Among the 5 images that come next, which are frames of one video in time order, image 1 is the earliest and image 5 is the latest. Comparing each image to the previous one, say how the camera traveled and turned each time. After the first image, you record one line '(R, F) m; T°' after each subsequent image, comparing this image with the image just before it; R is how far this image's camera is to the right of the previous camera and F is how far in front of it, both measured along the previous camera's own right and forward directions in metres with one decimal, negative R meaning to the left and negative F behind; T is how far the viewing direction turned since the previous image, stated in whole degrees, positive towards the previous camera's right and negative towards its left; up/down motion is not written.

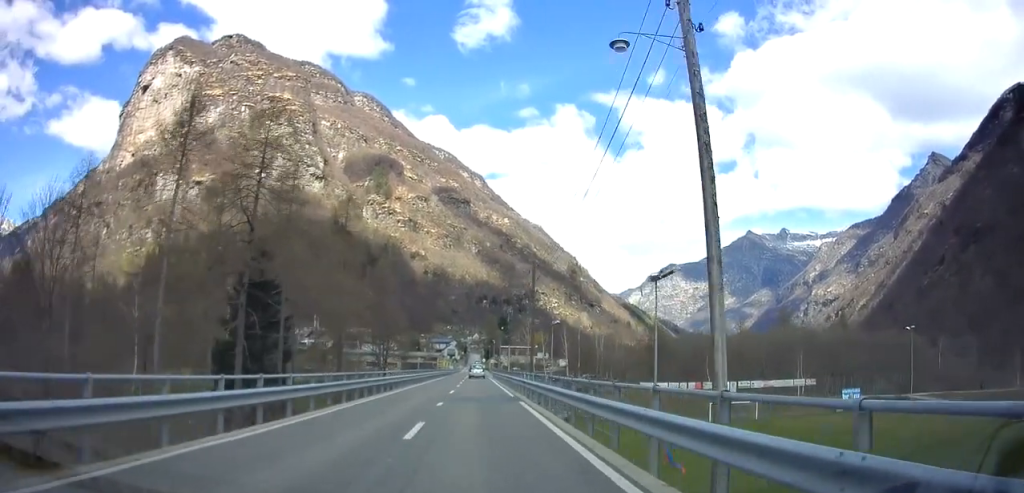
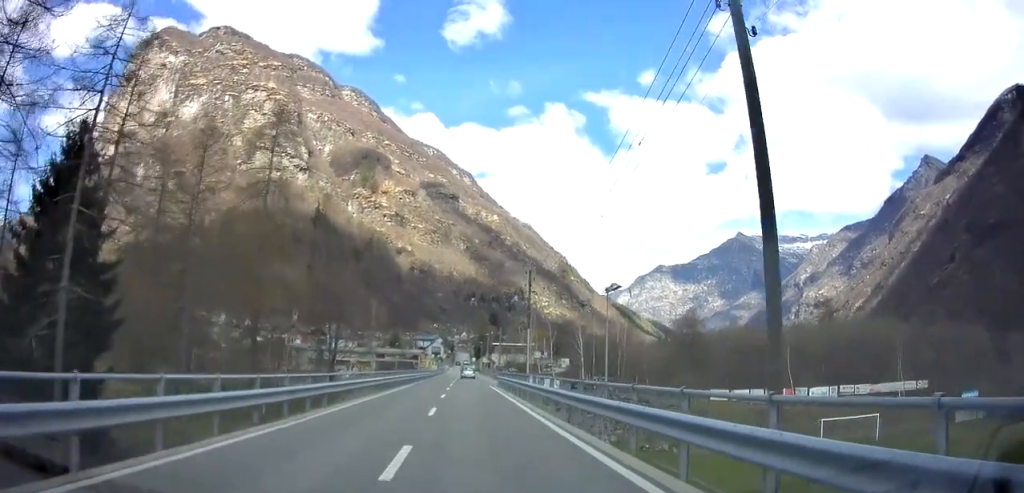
(-0.1, +28.4) m; 0°
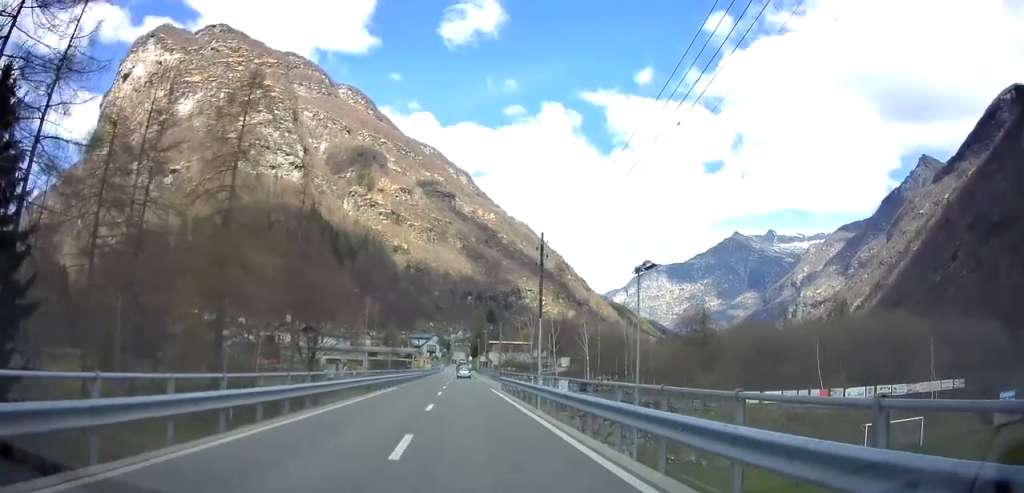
(+0.1, +7.1) m; 0°
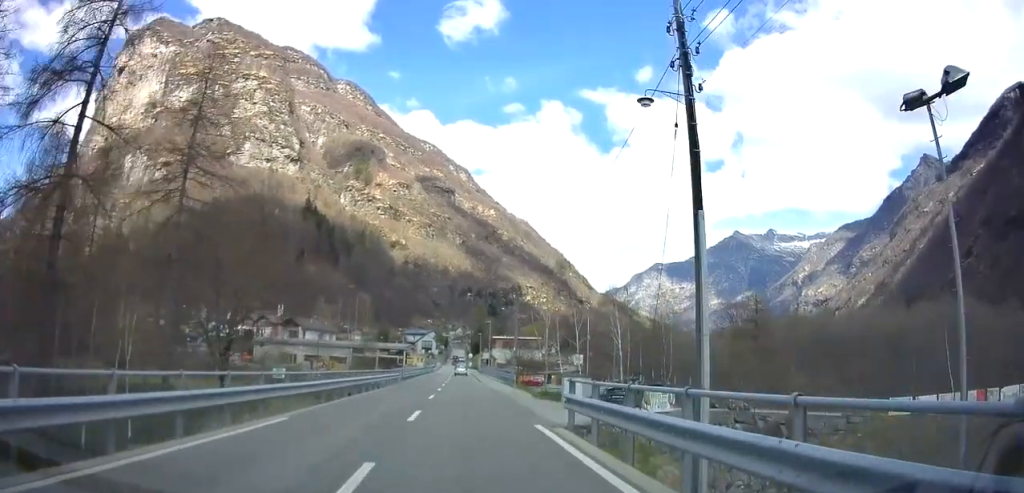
(0.0, +20.8) m; 0°
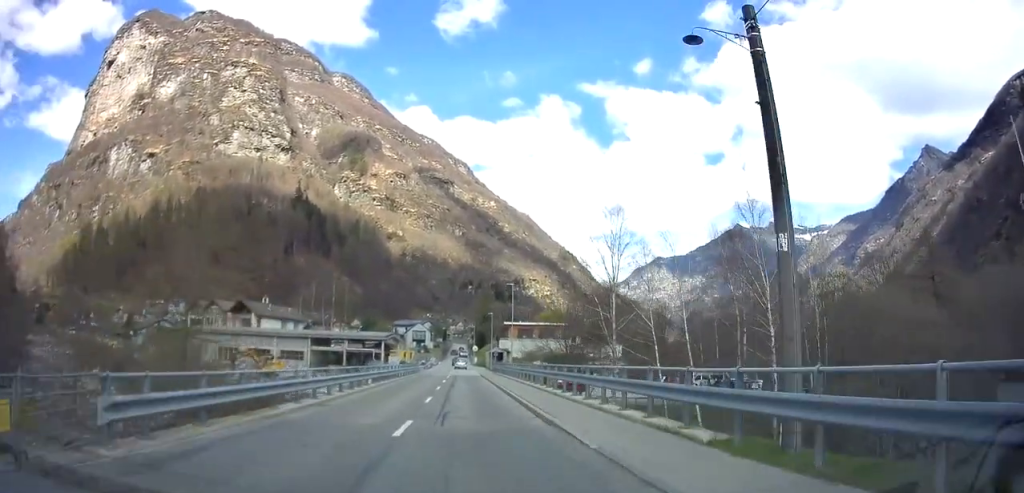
(0.0, +38.9) m; 0°
